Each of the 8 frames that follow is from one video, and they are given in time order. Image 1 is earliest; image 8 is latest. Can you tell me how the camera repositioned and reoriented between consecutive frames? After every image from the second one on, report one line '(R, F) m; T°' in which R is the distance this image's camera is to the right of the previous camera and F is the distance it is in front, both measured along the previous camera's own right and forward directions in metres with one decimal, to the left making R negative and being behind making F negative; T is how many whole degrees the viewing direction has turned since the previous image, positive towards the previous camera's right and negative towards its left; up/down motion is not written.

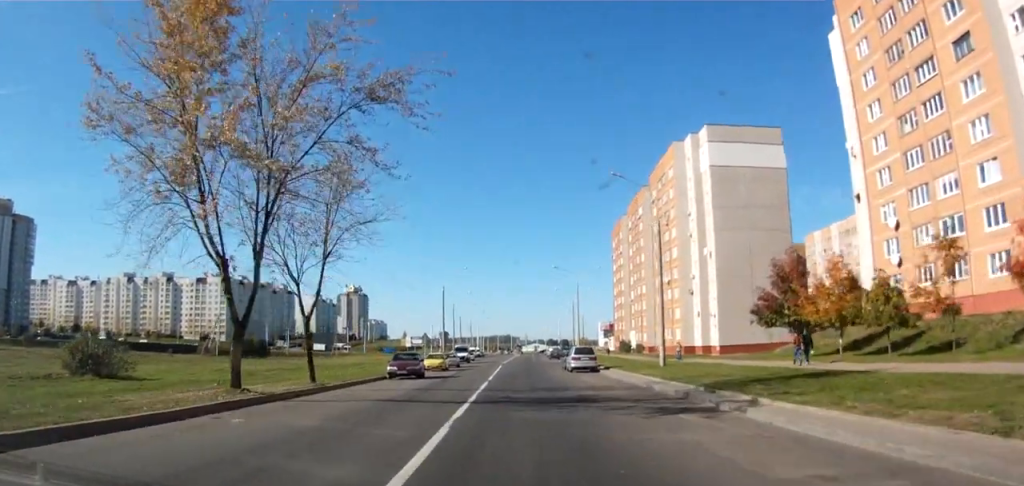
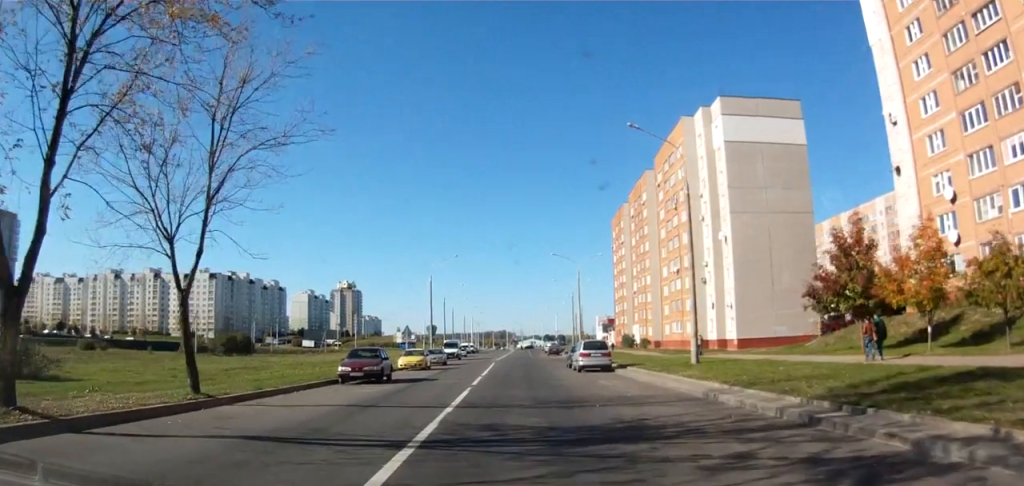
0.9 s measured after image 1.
(0.0, +7.7) m; 0°
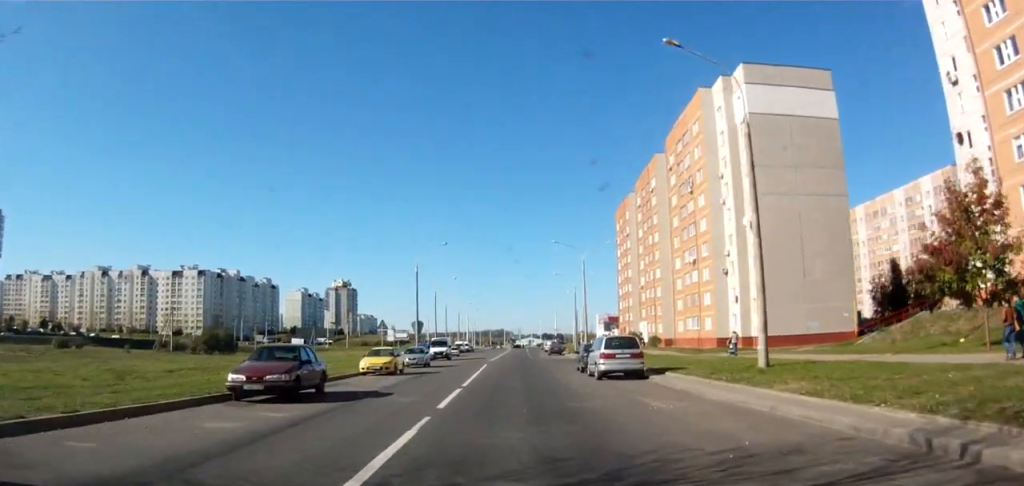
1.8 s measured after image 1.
(0.0, +8.4) m; 0°
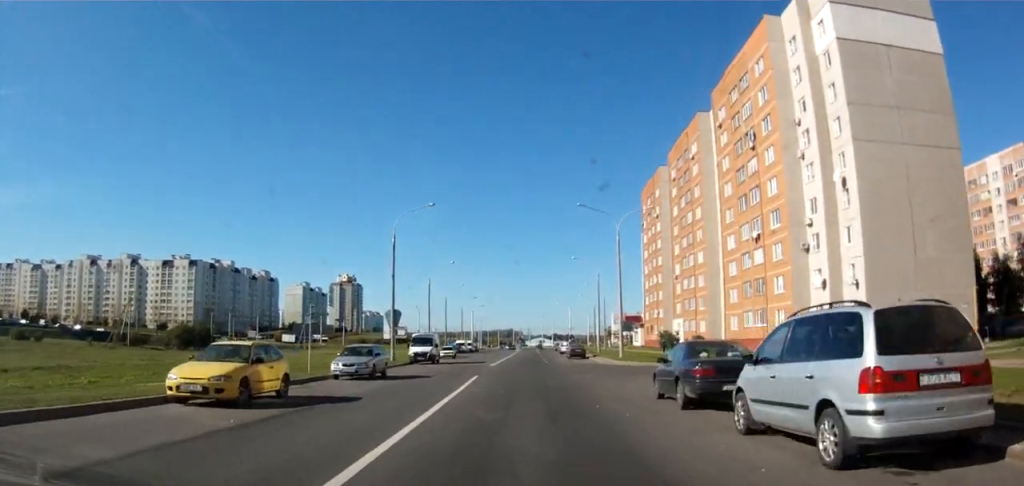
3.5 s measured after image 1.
(0.0, +16.6) m; 0°
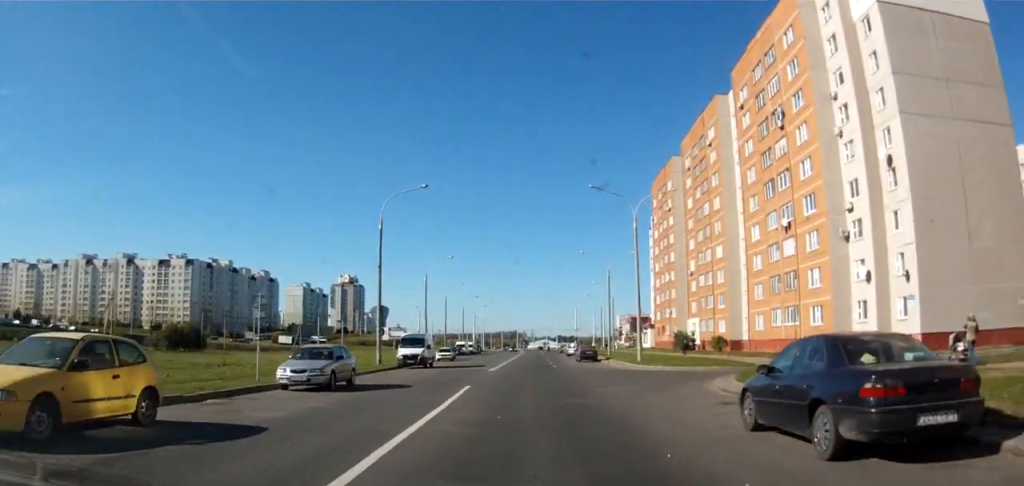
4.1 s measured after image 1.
(0.0, +5.8) m; 0°
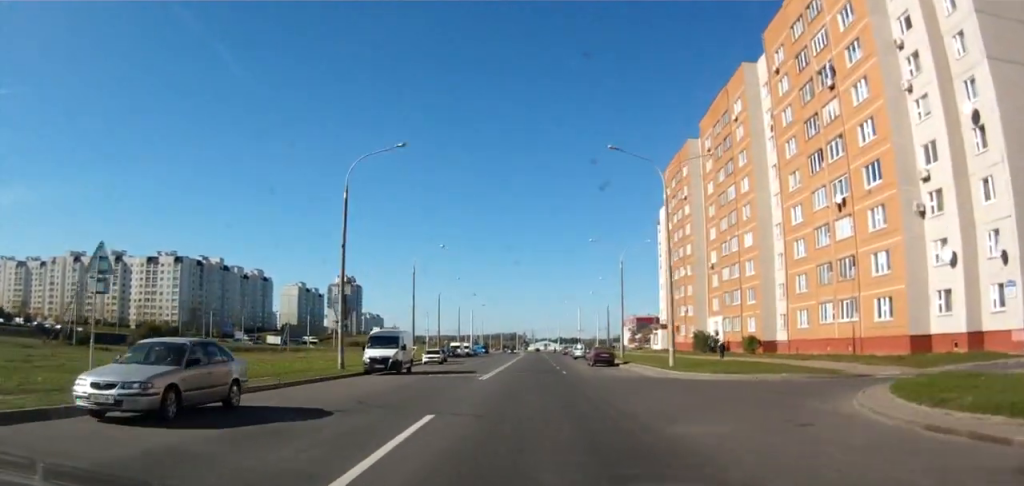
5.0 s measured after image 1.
(0.0, +9.4) m; 0°
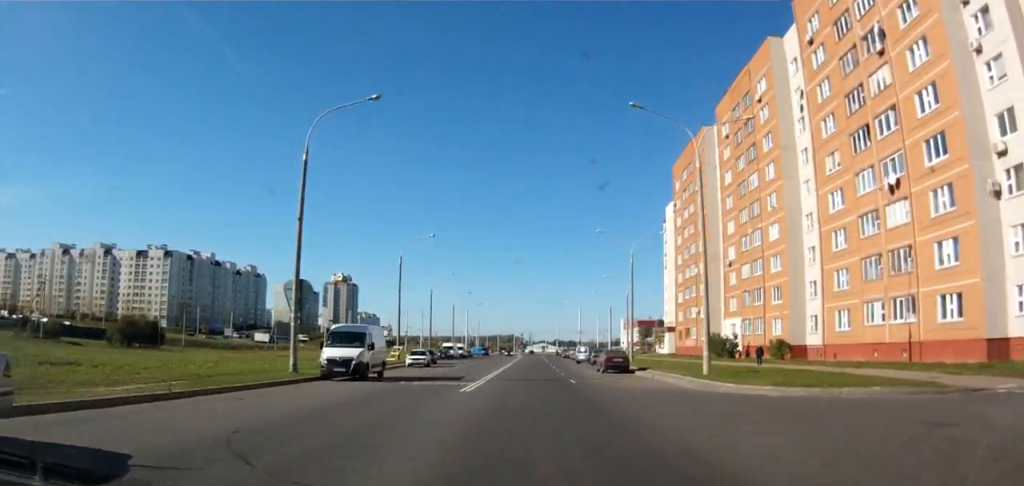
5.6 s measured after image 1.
(0.0, +7.1) m; 0°
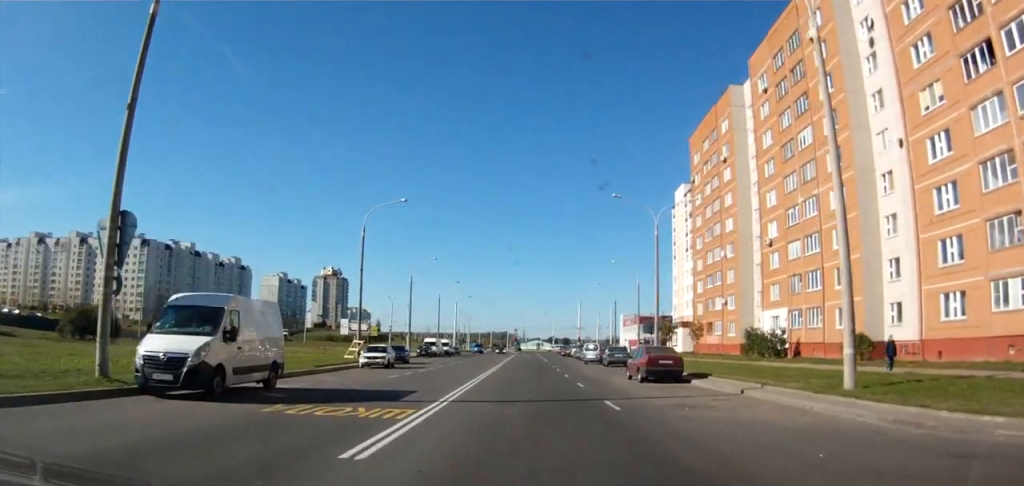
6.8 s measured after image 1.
(0.0, +13.0) m; -2°
